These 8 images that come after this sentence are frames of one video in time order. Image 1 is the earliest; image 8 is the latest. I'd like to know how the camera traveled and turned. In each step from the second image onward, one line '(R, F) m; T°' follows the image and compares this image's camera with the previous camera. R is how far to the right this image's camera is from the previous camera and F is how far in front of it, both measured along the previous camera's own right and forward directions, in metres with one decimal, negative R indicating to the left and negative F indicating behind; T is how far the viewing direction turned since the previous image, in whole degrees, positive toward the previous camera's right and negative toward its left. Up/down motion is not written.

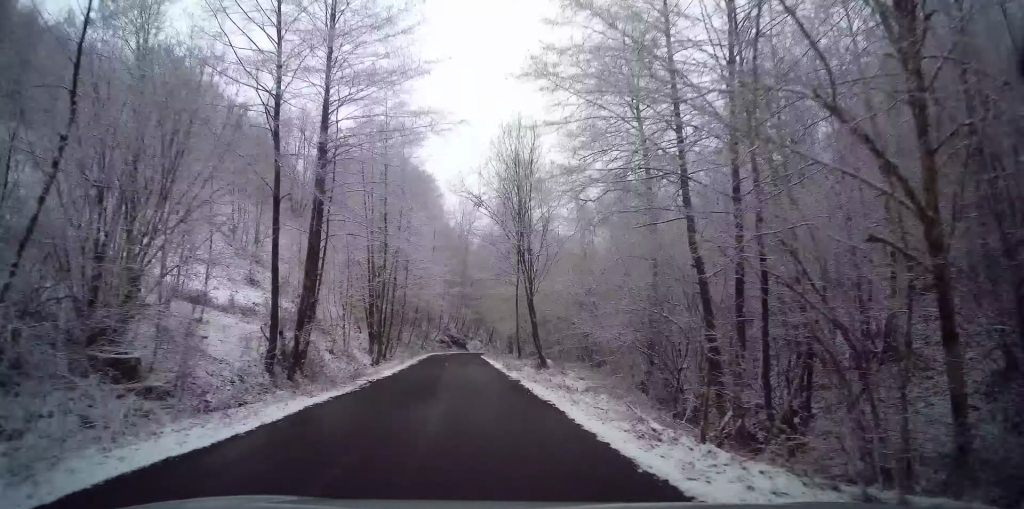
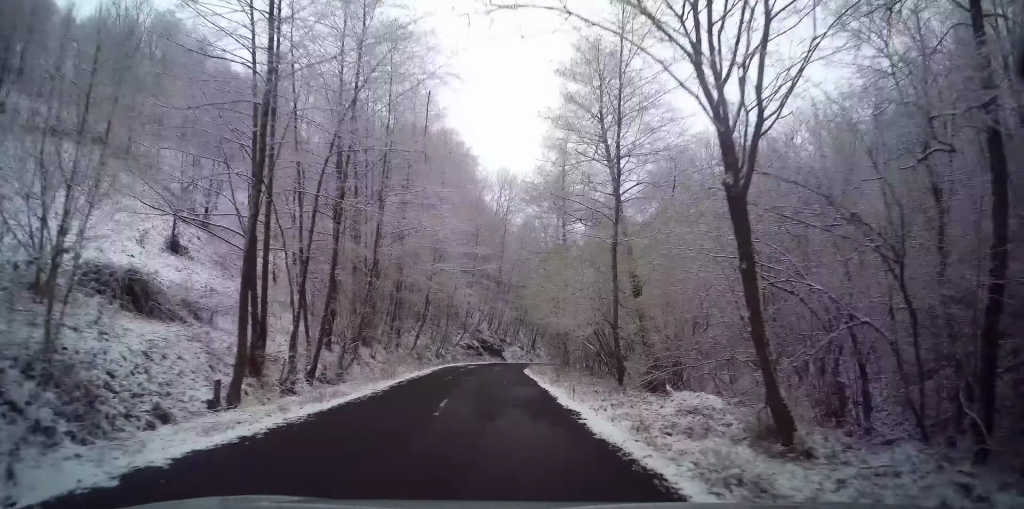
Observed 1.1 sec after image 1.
(-1.8, +19.5) m; -5°
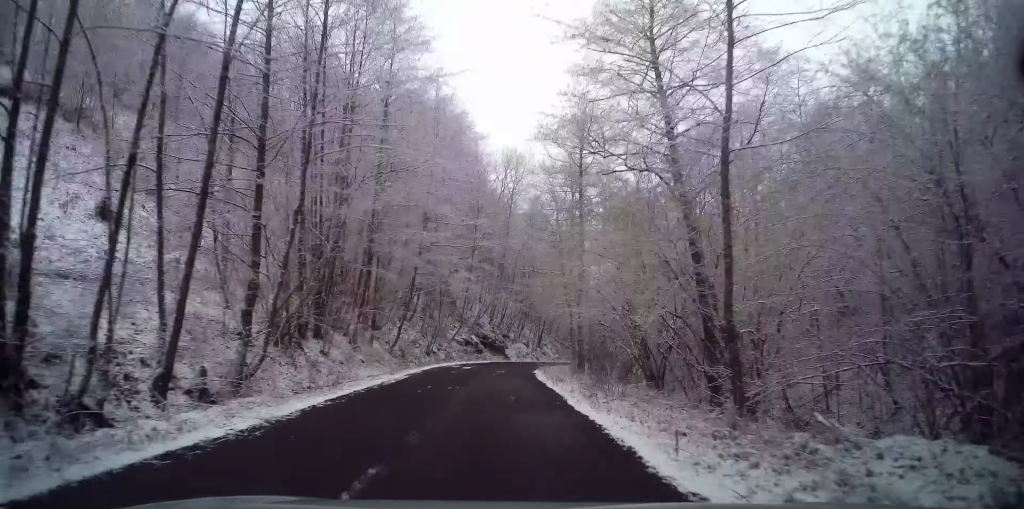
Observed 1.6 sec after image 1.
(0.0, +7.5) m; 0°
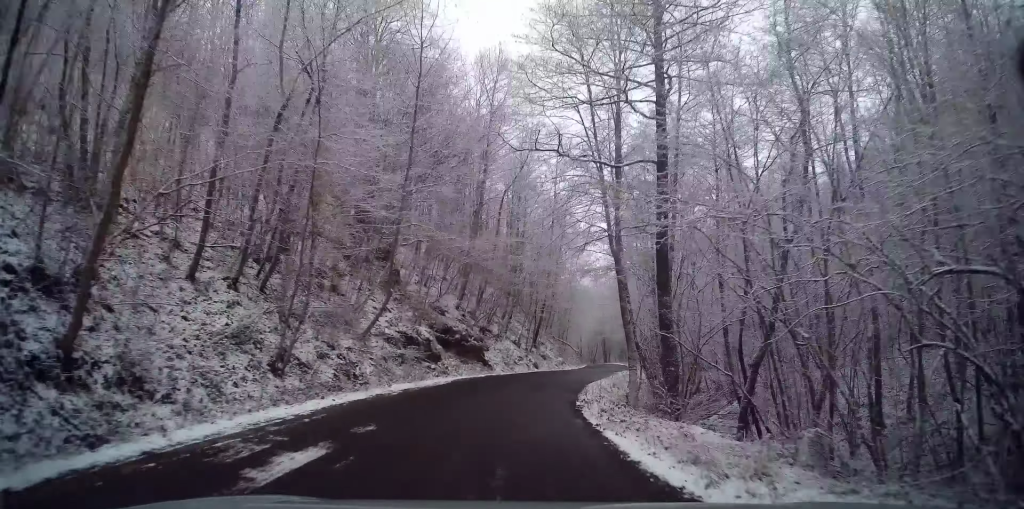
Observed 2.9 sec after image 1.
(+0.1, +23.8) m; +2°
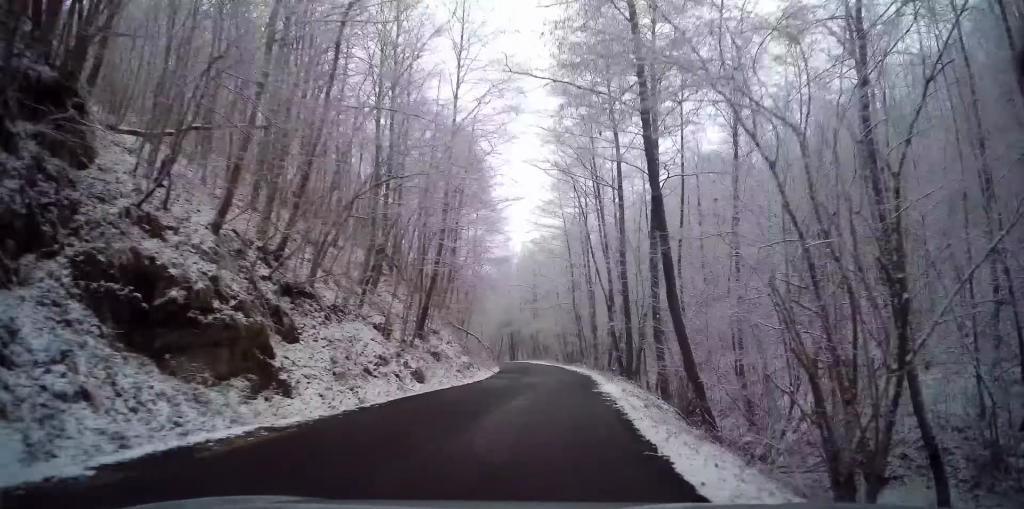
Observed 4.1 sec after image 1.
(+0.9, +20.8) m; +8°
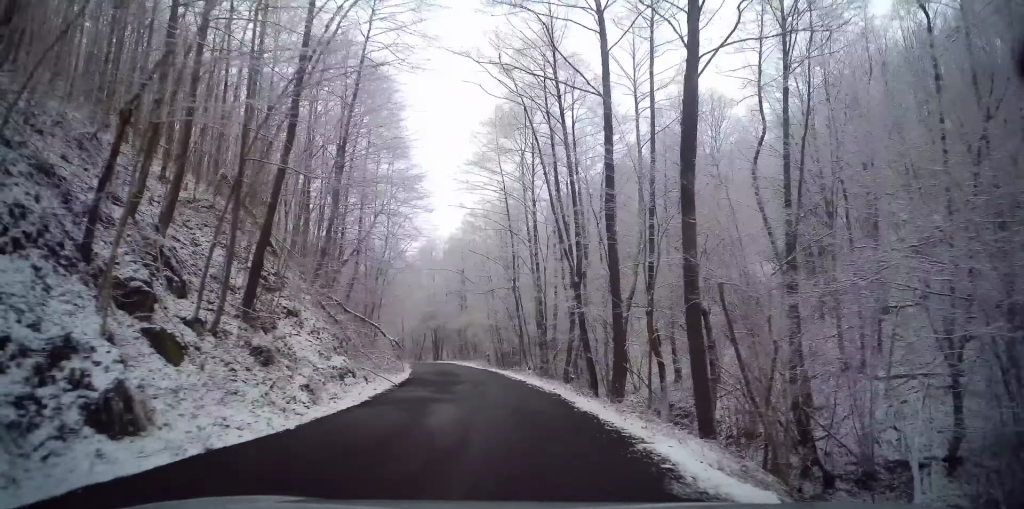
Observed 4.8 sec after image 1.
(+0.3, +12.2) m; +7°
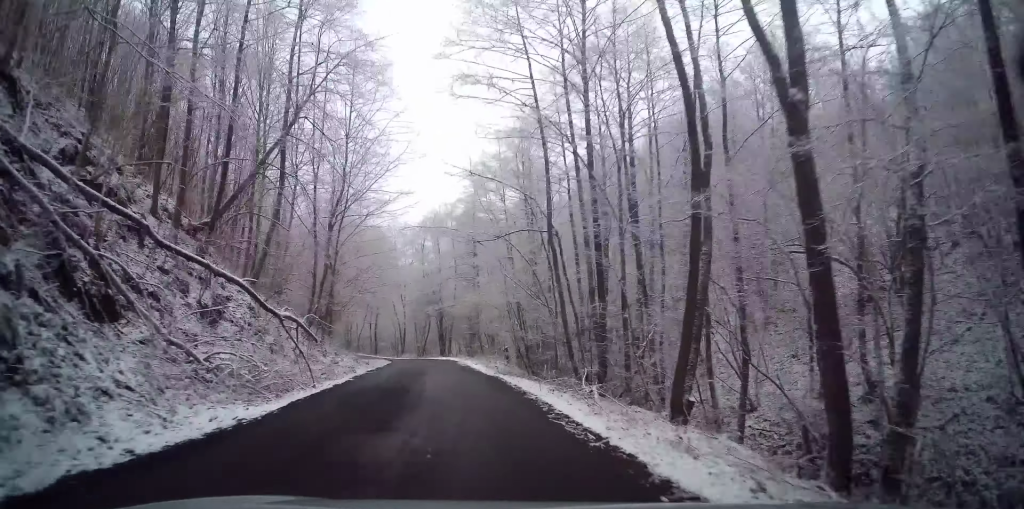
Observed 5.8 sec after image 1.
(+1.5, +17.0) m; +2°
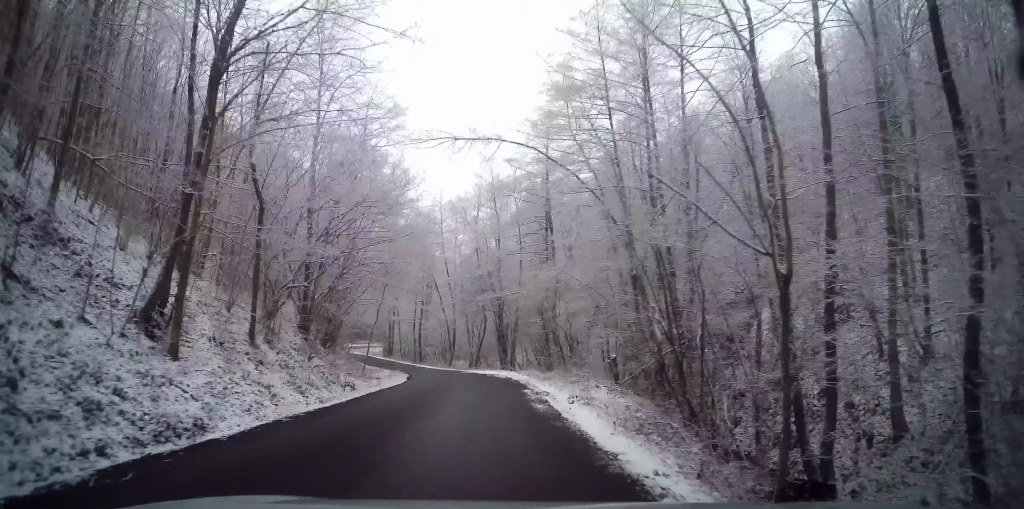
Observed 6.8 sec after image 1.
(-1.0, +18.5) m; -6°
